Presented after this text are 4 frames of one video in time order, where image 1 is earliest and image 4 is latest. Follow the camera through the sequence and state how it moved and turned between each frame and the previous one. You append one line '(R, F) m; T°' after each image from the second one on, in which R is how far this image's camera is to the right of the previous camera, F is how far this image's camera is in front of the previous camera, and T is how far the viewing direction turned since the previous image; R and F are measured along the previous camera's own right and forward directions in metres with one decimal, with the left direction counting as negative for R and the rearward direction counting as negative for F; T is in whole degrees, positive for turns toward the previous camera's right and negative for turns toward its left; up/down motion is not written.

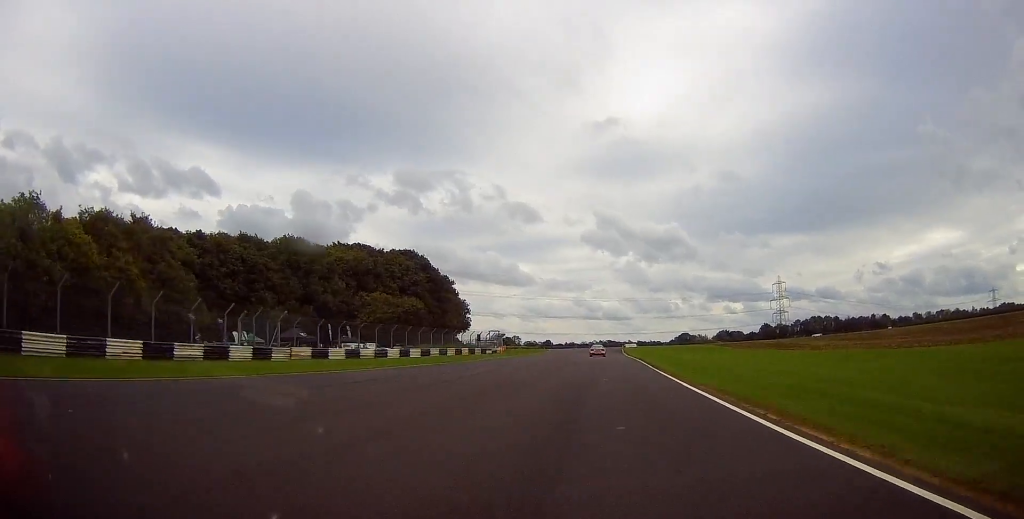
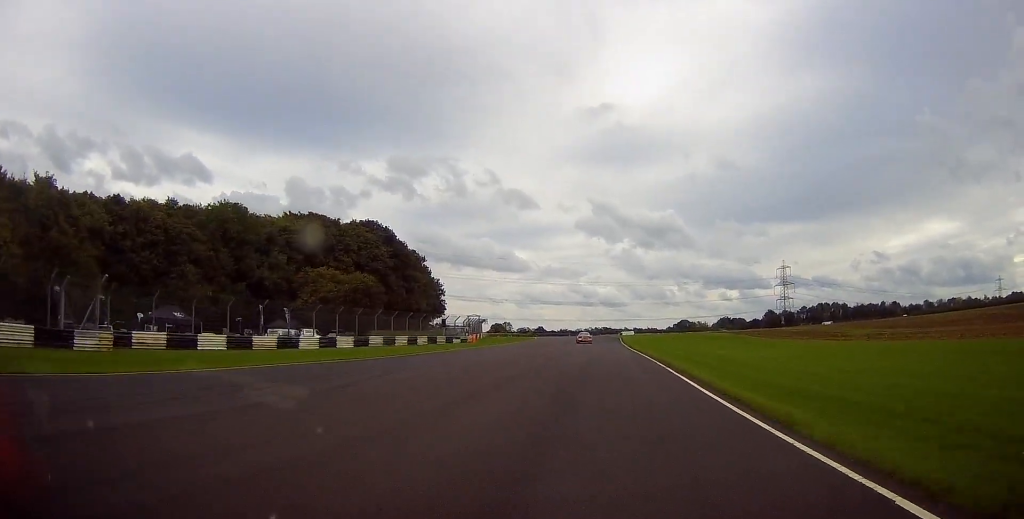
(+0.6, +20.2) m; +1°
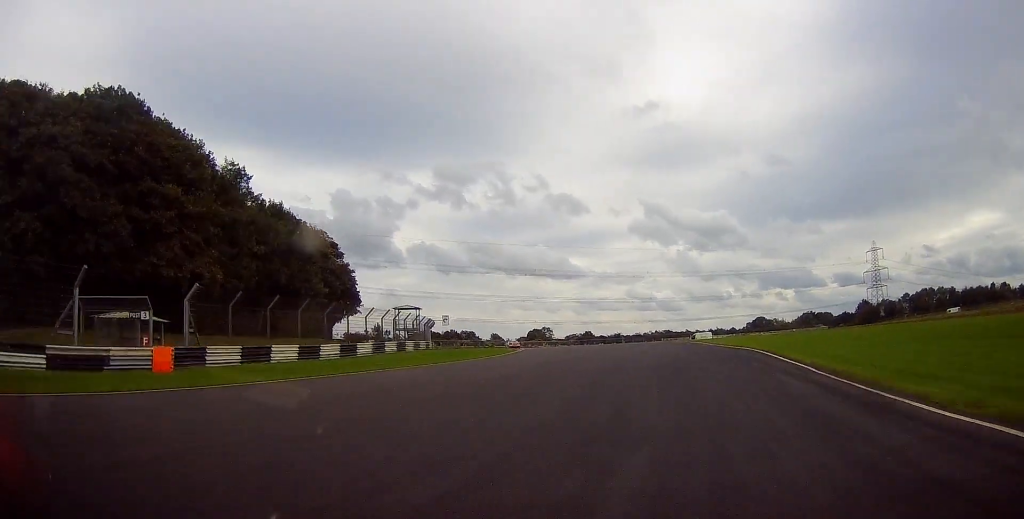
(-2.5, +75.5) m; -6°
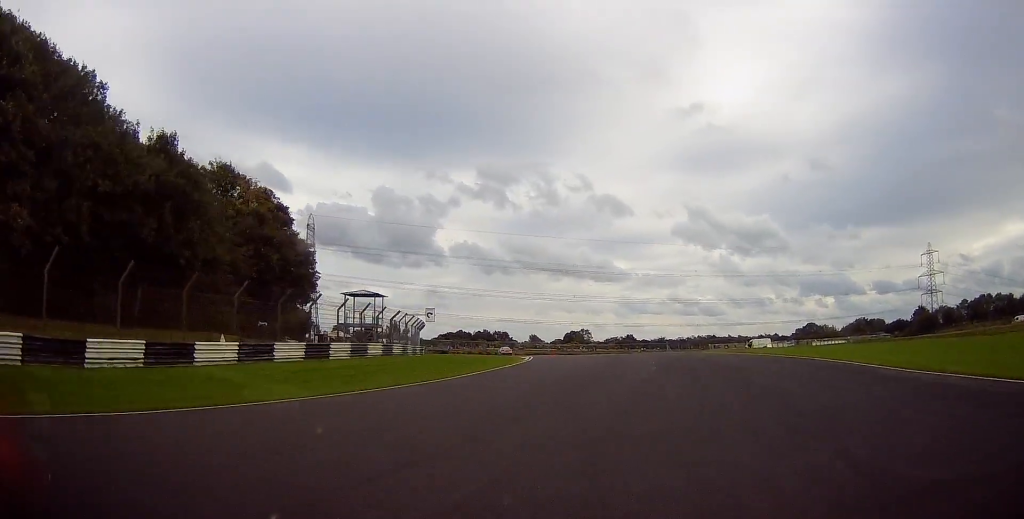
(-0.3, +23.5) m; -2°
